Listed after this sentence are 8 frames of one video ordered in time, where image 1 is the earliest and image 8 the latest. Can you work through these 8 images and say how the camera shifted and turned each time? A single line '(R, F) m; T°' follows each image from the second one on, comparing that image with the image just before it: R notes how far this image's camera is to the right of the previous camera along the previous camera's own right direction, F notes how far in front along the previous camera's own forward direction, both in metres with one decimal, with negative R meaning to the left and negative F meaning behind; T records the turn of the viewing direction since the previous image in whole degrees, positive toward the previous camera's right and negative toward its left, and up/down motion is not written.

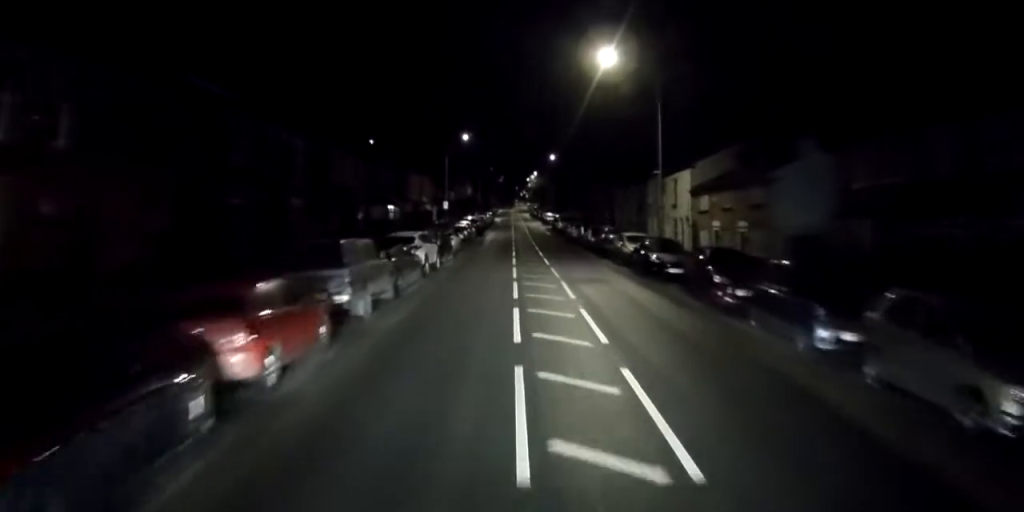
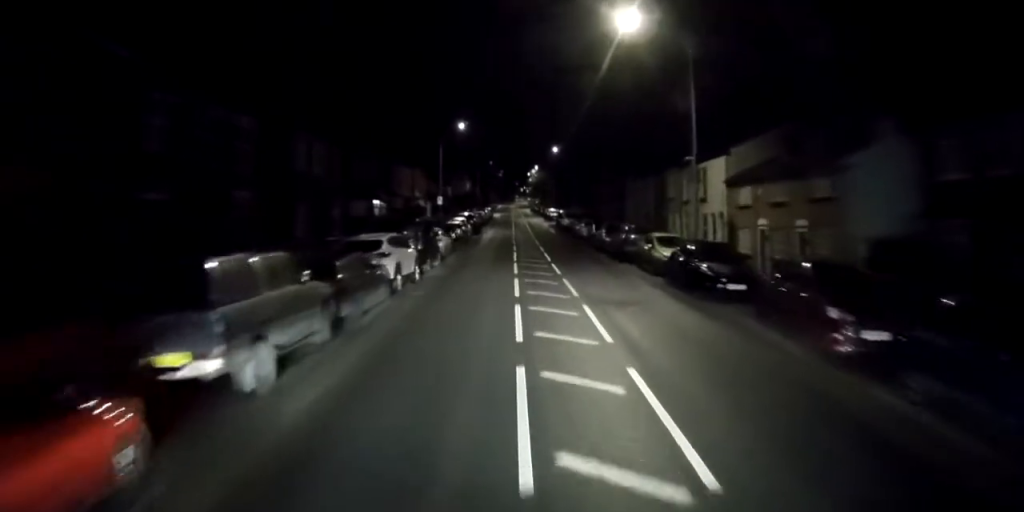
(+0.4, +6.4) m; -1°
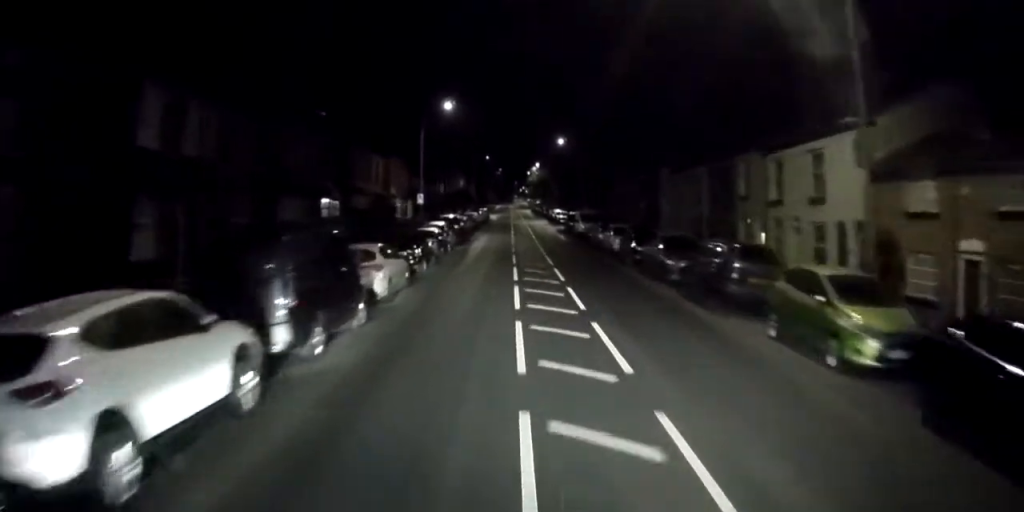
(-1.0, +13.8) m; -3°
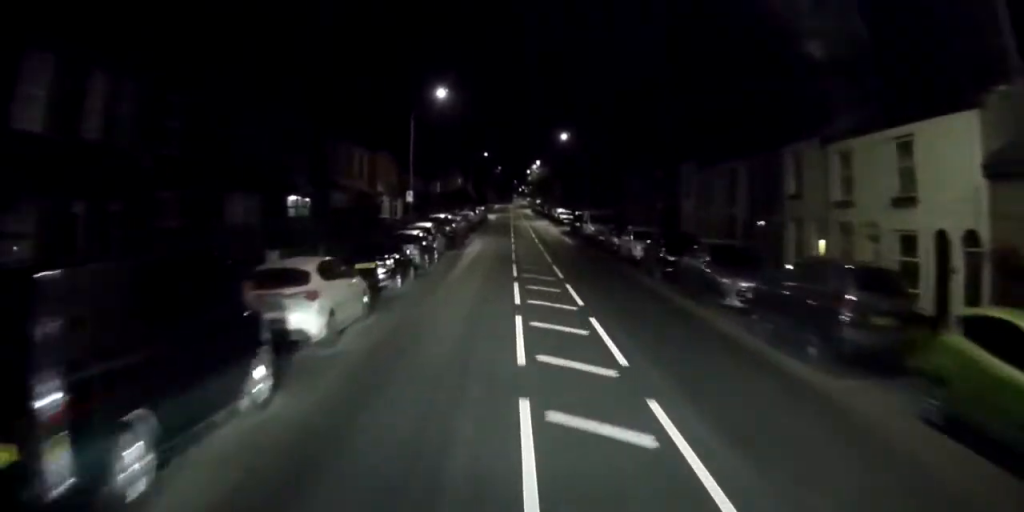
(+0.2, +5.7) m; +2°
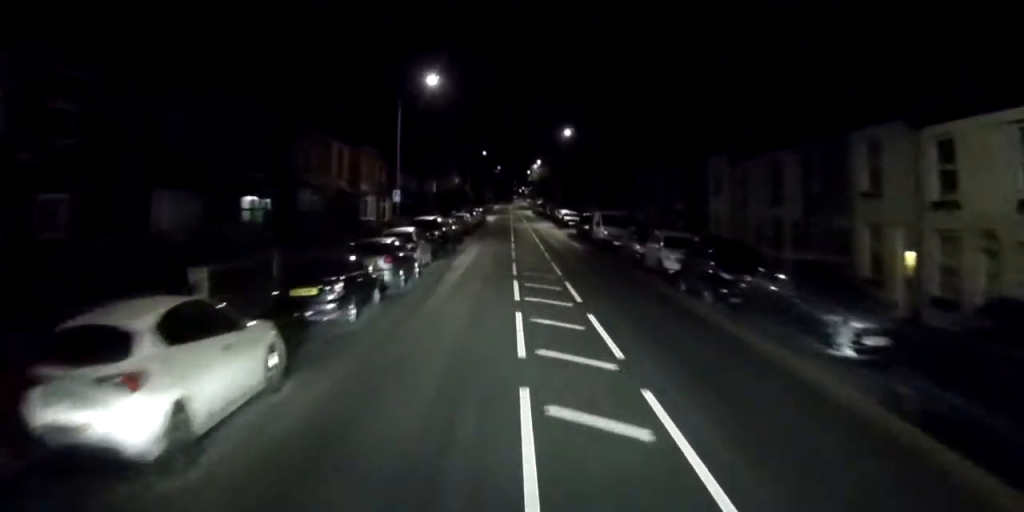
(+0.1, +5.7) m; +2°
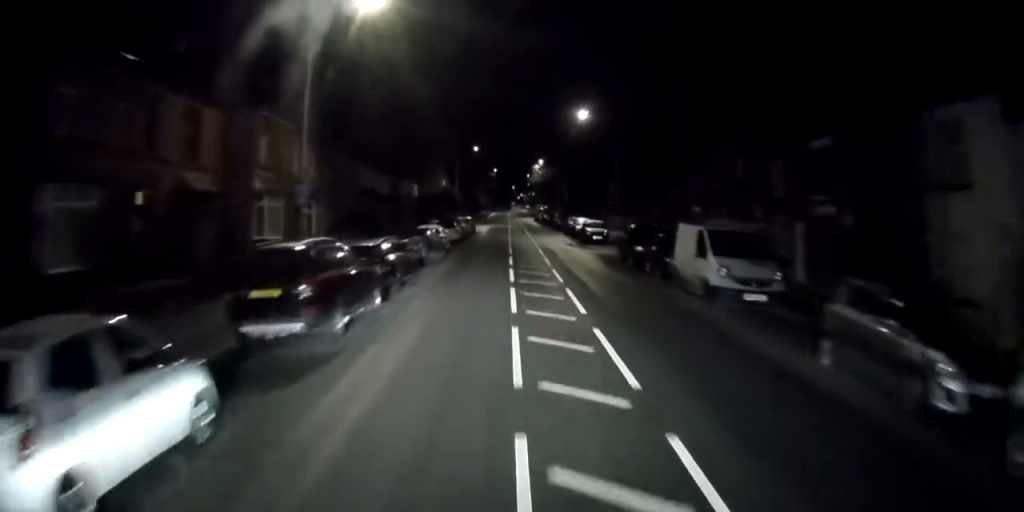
(+0.2, +19.5) m; 0°
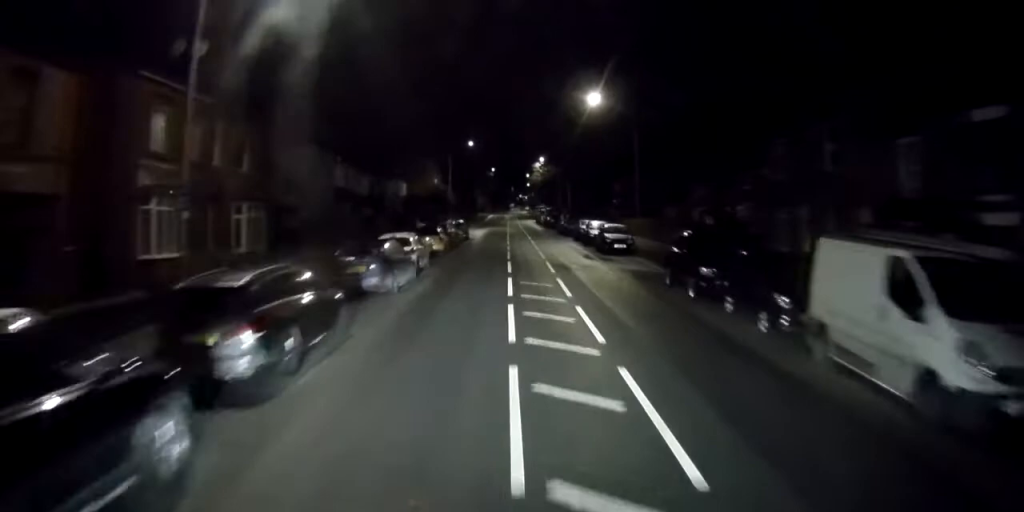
(0.0, +9.2) m; 0°
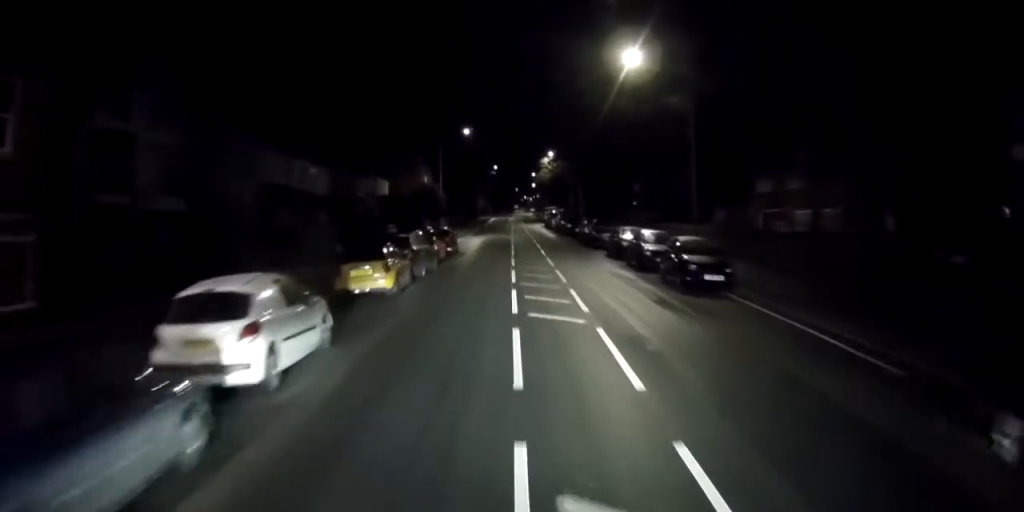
(0.0, +15.1) m; 0°
